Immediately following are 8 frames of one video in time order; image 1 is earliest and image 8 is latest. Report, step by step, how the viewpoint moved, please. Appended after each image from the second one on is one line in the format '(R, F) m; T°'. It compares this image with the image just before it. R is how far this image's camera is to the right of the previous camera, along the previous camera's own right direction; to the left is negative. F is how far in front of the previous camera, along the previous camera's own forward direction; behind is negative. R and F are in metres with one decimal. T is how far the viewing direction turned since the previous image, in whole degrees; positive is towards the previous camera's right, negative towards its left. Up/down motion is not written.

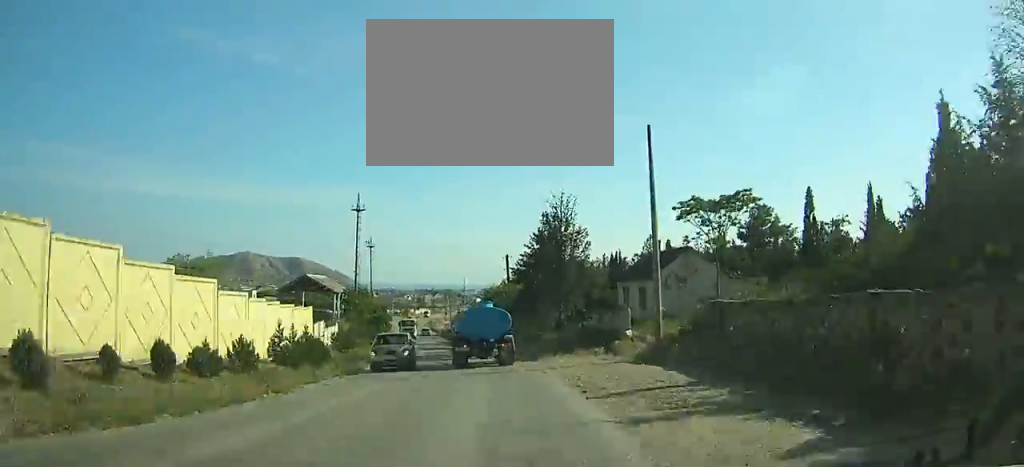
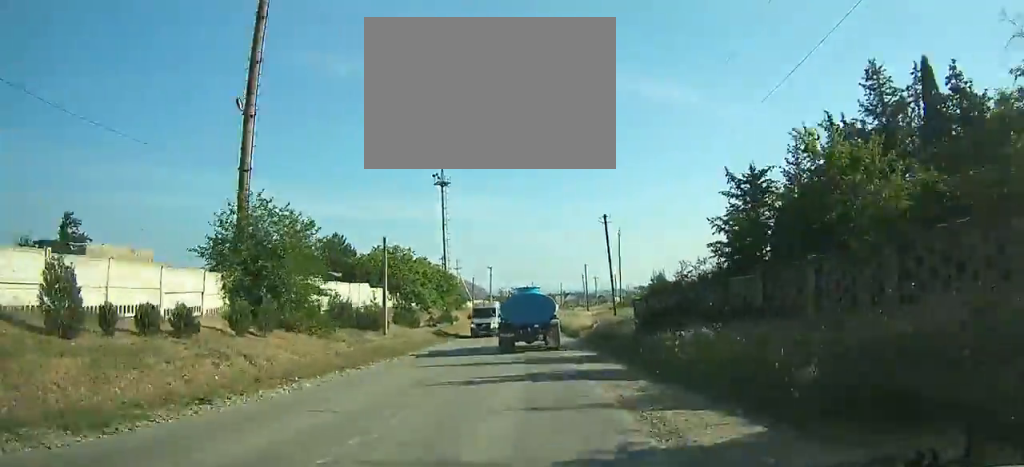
(-8.3, +77.9) m; -8°
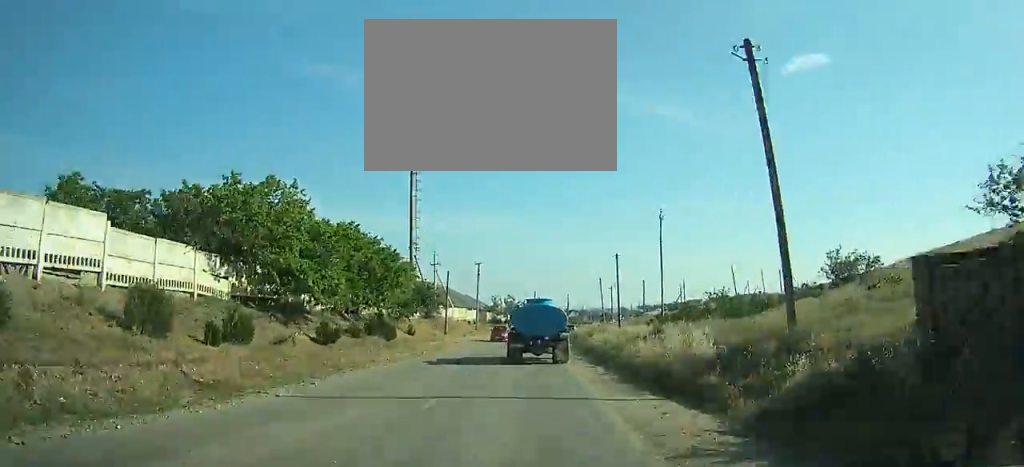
(-0.1, +26.6) m; 0°
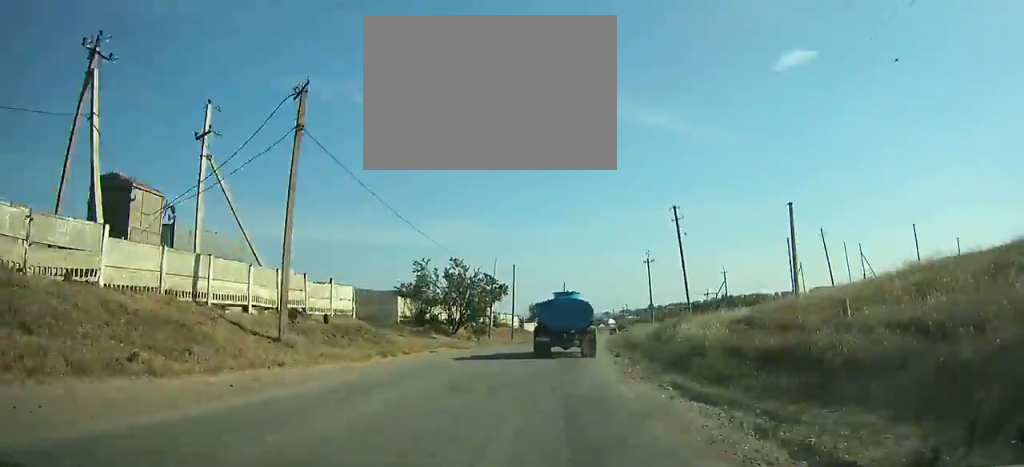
(+0.4, +53.2) m; +4°
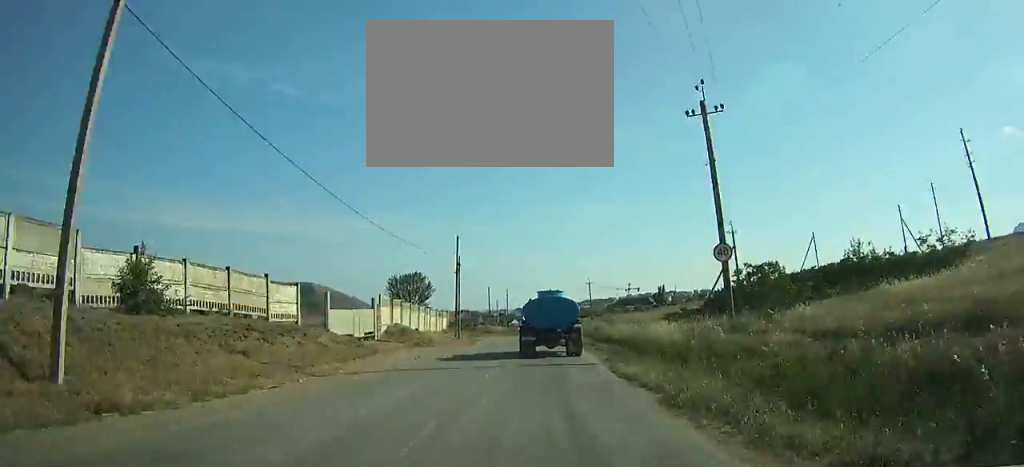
(+3.0, +53.0) m; +4°
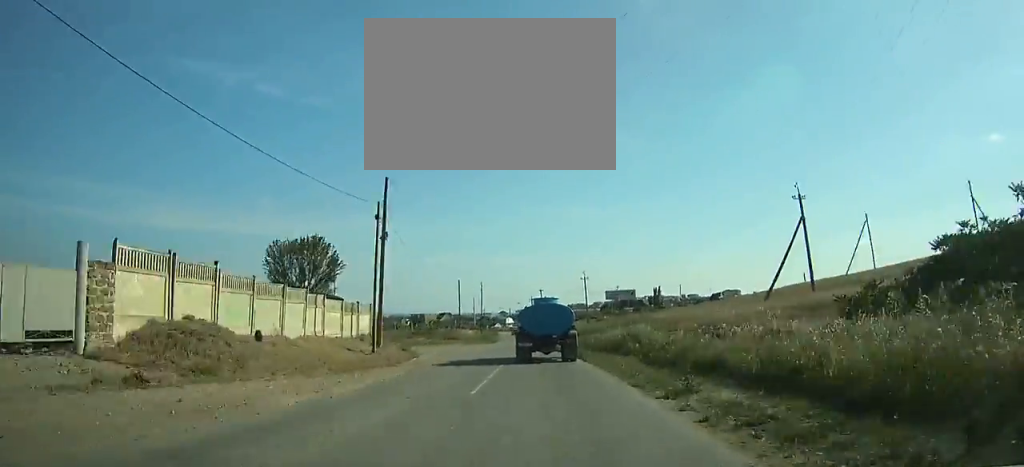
(-0.1, +23.6) m; +1°
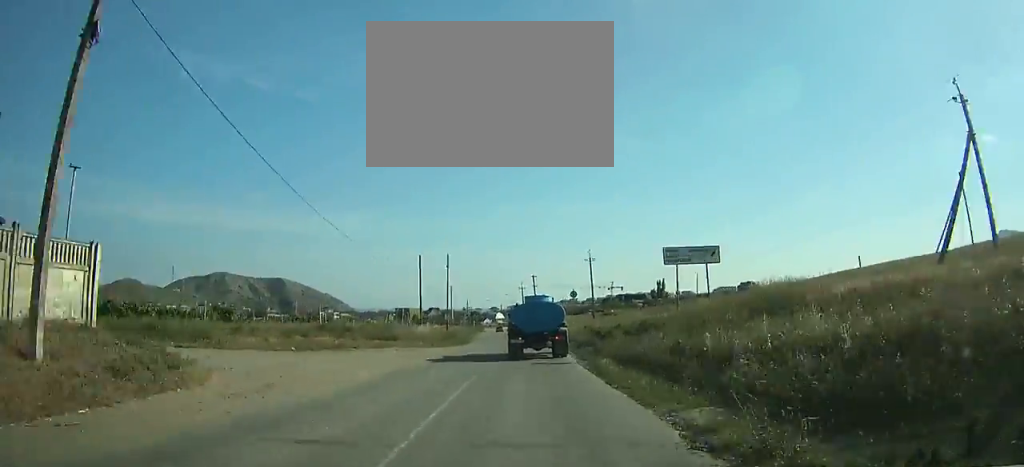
(+0.2, +22.7) m; +1°
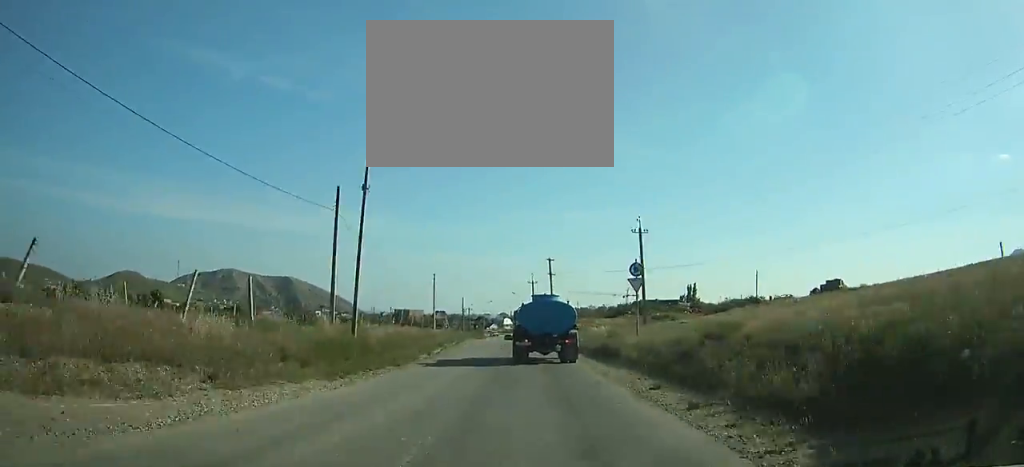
(+0.6, +28.2) m; +1°
